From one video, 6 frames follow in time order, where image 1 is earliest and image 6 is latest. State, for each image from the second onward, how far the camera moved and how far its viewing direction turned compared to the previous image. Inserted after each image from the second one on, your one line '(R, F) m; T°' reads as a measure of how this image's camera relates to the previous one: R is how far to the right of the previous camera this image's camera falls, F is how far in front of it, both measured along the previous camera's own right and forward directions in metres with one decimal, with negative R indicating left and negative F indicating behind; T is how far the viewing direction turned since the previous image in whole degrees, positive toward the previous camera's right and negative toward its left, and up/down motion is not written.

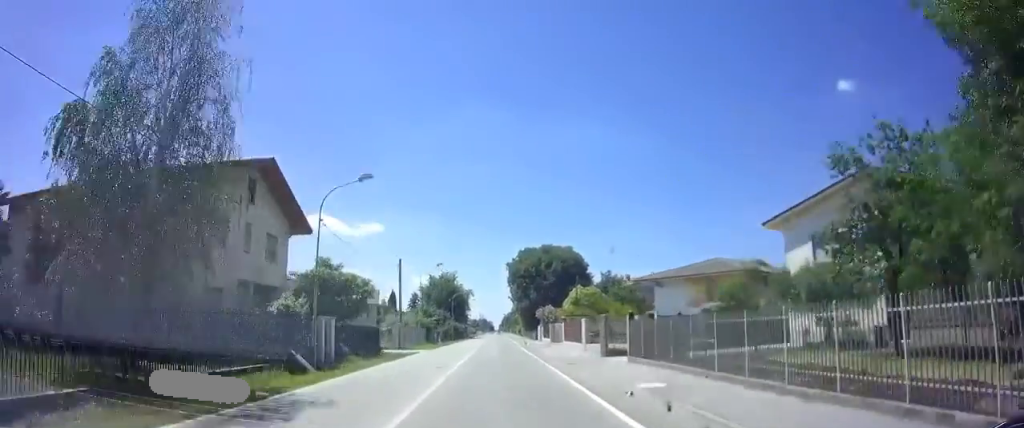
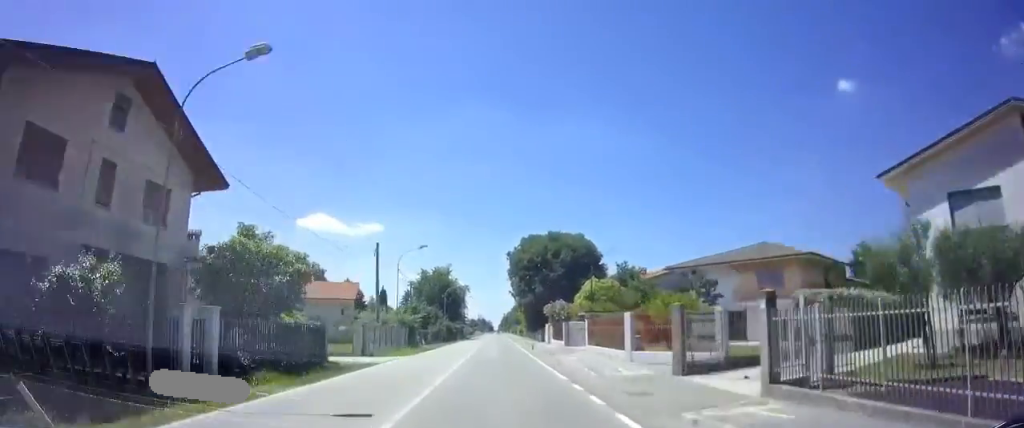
(0.0, +10.9) m; +1°
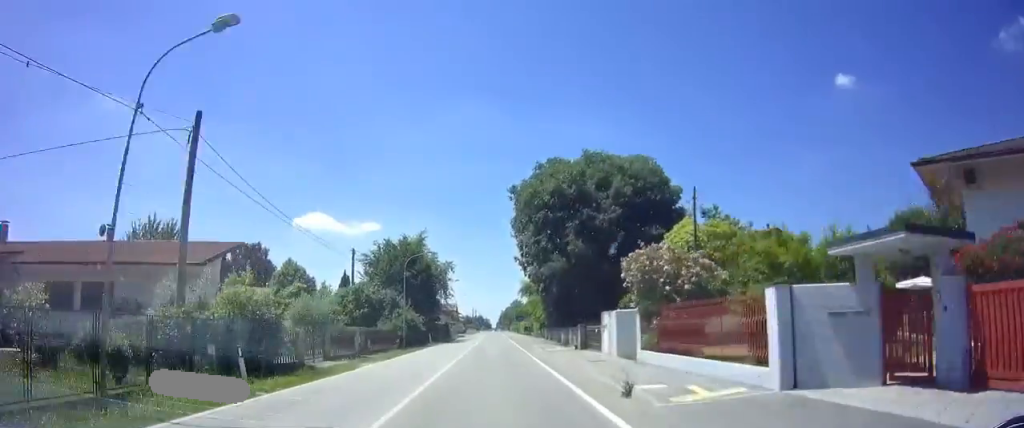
(+0.2, +27.7) m; 0°
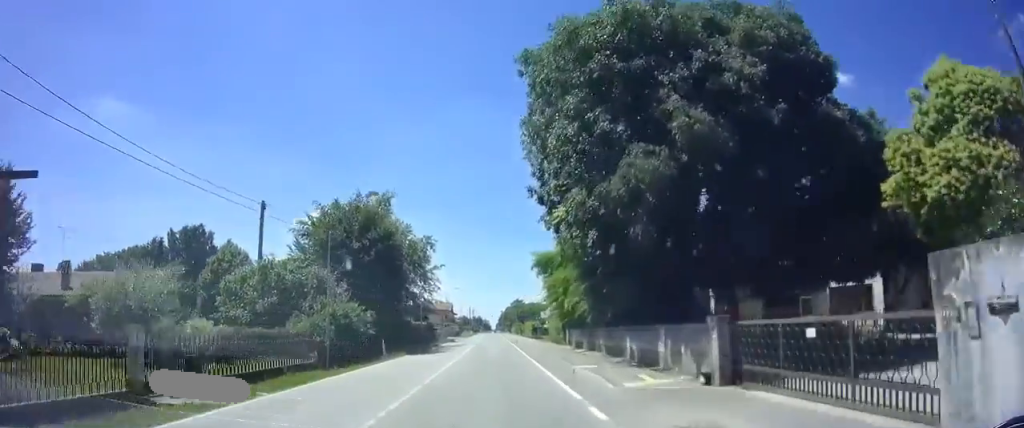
(0.0, +18.8) m; 0°
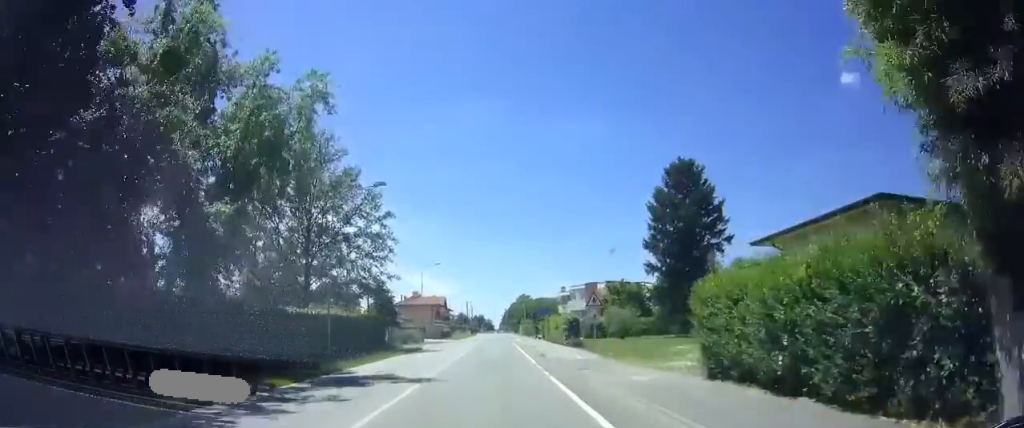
(-0.2, +29.4) m; -1°
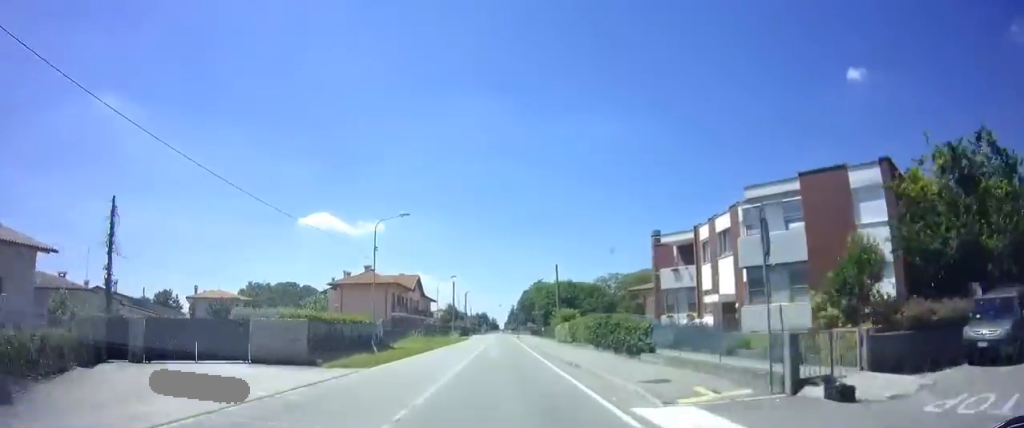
(-0.1, +53.2) m; 0°
